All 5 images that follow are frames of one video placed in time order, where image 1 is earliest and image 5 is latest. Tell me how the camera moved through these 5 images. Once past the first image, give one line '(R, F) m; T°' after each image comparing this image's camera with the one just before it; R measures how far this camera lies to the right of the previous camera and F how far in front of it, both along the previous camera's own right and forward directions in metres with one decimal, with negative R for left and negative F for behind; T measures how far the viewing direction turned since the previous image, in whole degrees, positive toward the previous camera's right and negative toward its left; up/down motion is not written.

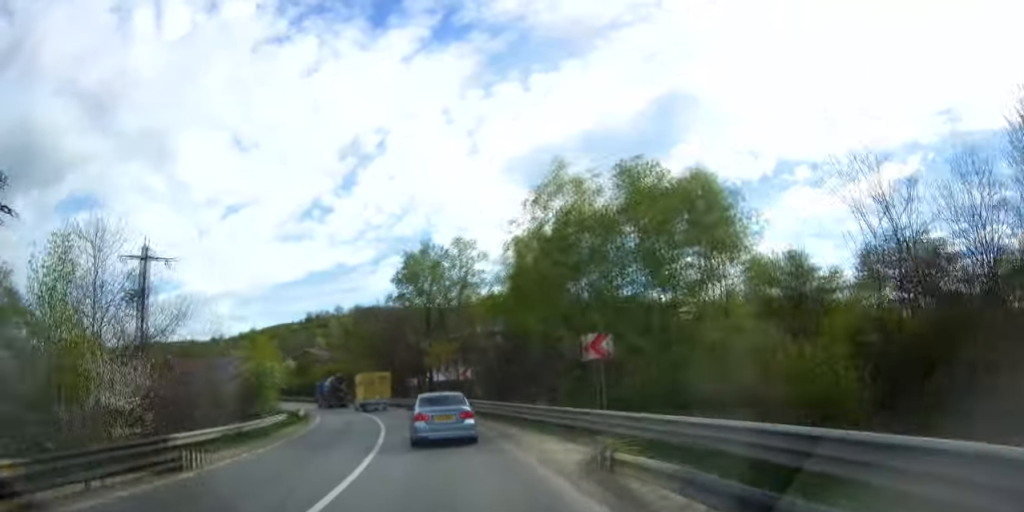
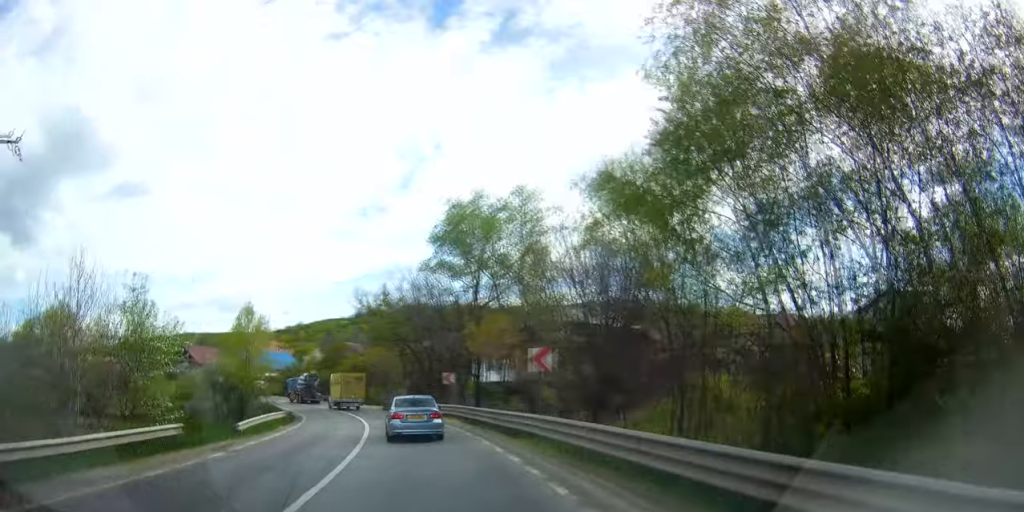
(+0.4, +16.9) m; 0°
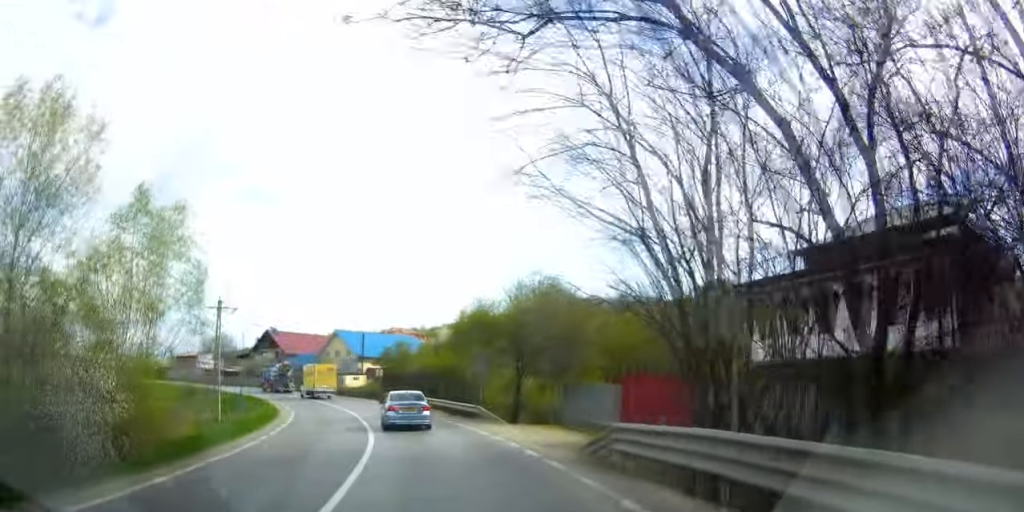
(-4.0, +36.6) m; -13°
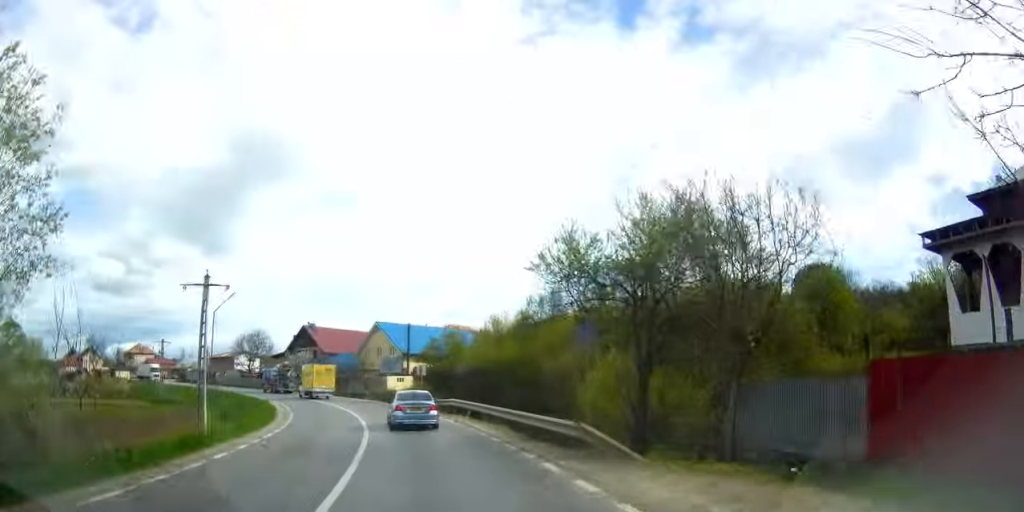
(-0.4, +11.6) m; -4°
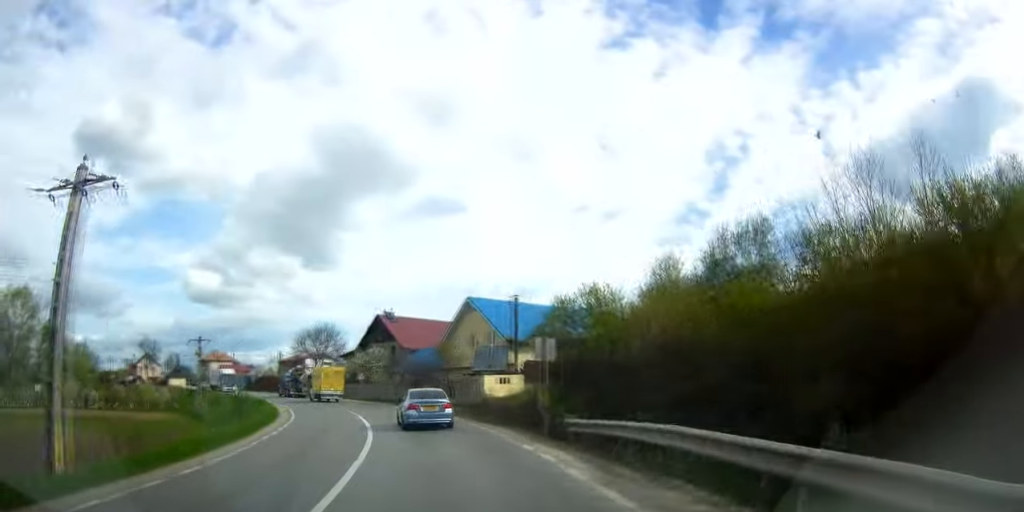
(-1.1, +19.7) m; -10°
